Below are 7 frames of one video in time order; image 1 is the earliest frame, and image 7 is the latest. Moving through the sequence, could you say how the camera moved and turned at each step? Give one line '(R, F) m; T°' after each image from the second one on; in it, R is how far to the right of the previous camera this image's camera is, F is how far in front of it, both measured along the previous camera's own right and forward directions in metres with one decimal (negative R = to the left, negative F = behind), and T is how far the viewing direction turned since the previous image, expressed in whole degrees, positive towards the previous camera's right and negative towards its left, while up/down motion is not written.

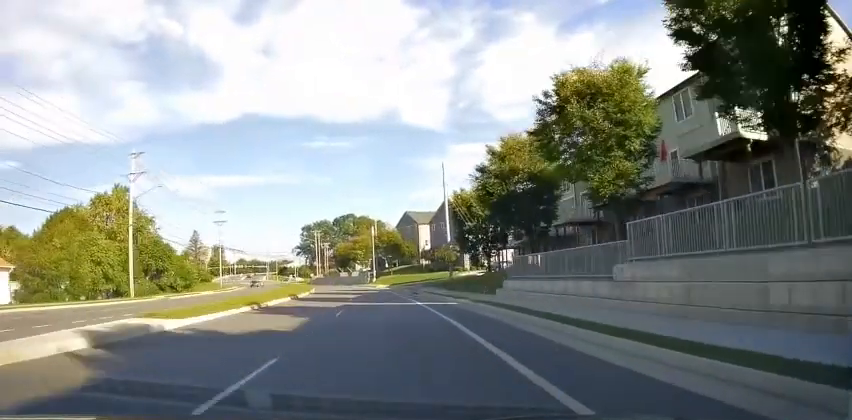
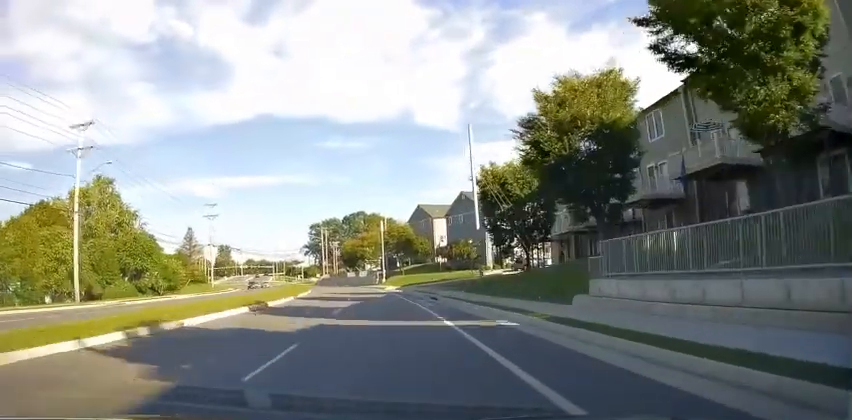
(-0.4, +10.3) m; -1°
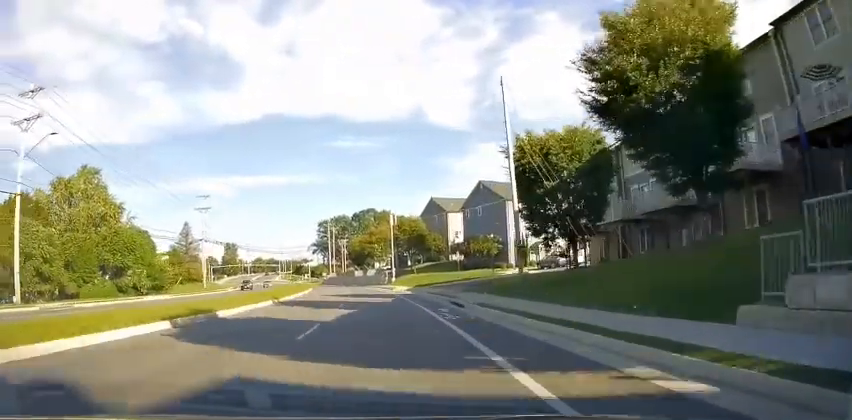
(-0.2, +7.8) m; -1°
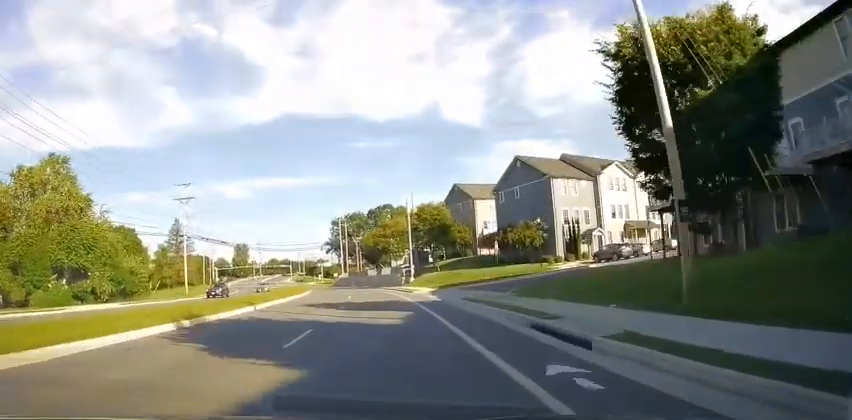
(+0.3, +13.1) m; 0°
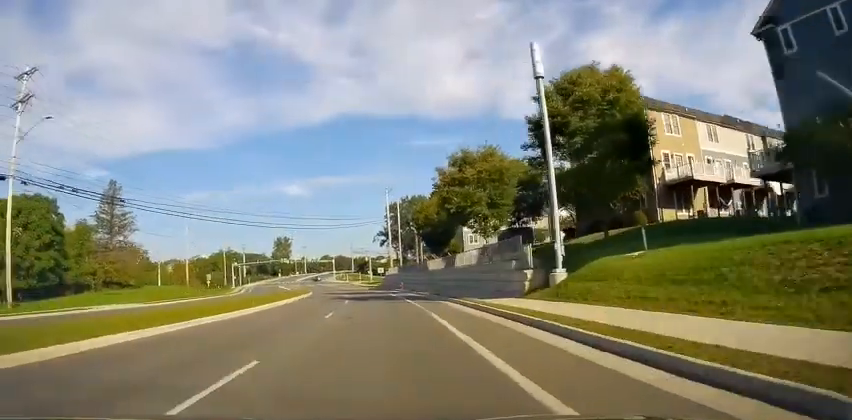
(-3.3, +41.1) m; -9°
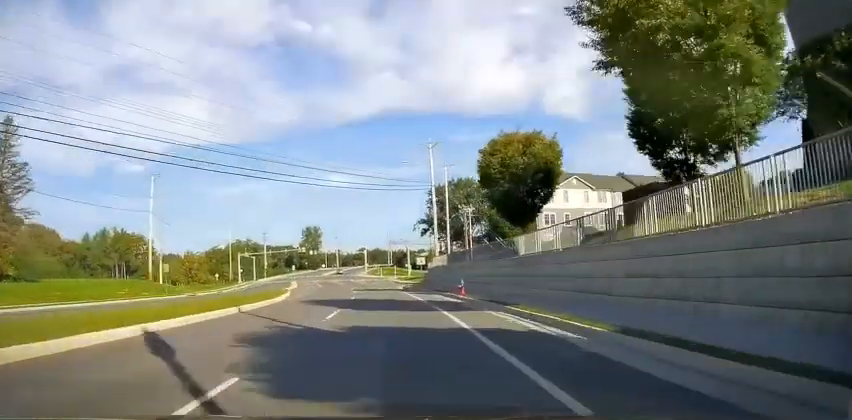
(-1.1, +25.6) m; -4°
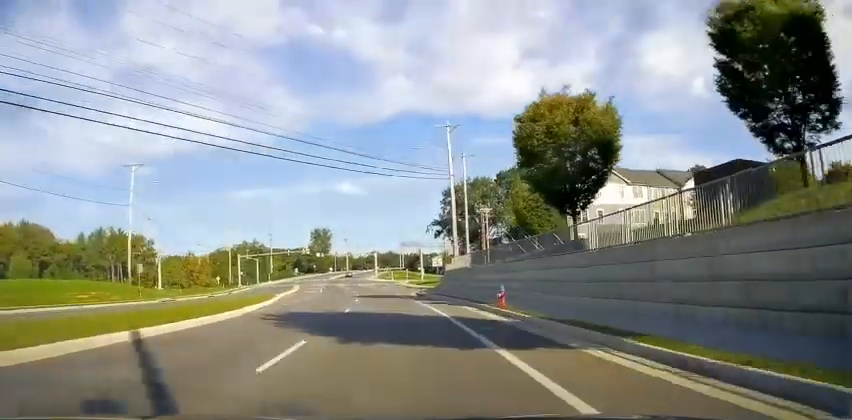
(0.0, +7.9) m; -2°
